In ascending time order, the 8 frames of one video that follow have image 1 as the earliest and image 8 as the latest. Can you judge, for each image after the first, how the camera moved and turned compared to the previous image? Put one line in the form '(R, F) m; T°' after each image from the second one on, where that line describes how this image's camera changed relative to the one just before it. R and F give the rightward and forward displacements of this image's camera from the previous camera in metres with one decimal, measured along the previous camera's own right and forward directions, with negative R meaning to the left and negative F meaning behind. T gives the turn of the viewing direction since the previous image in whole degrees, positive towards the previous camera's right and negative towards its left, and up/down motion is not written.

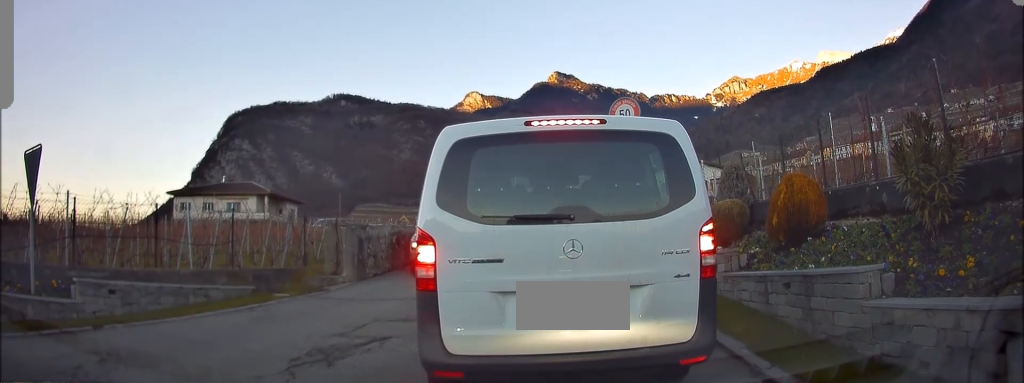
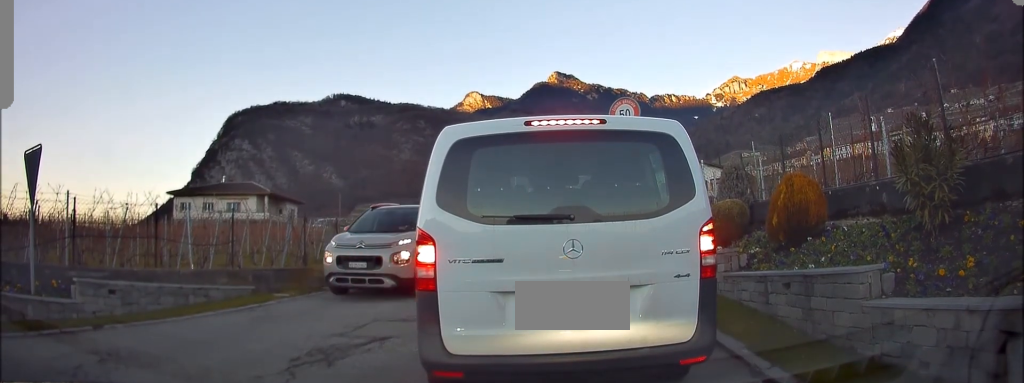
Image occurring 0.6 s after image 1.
(0.0, 0.0) m; 0°
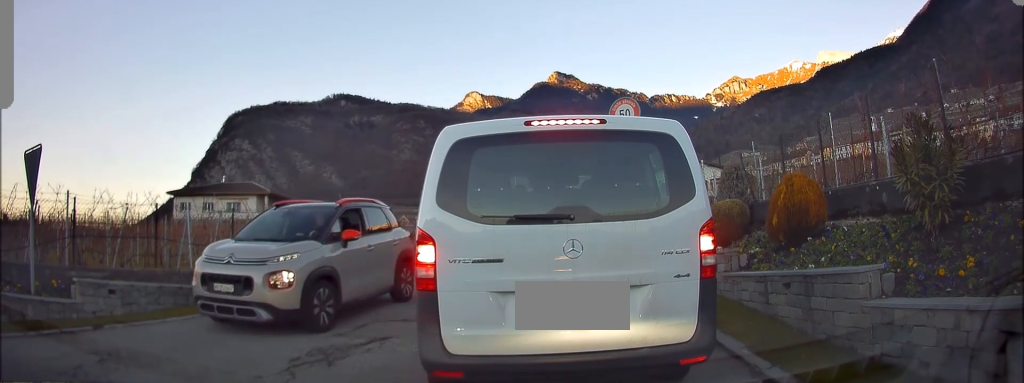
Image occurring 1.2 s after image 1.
(0.0, 0.0) m; 0°
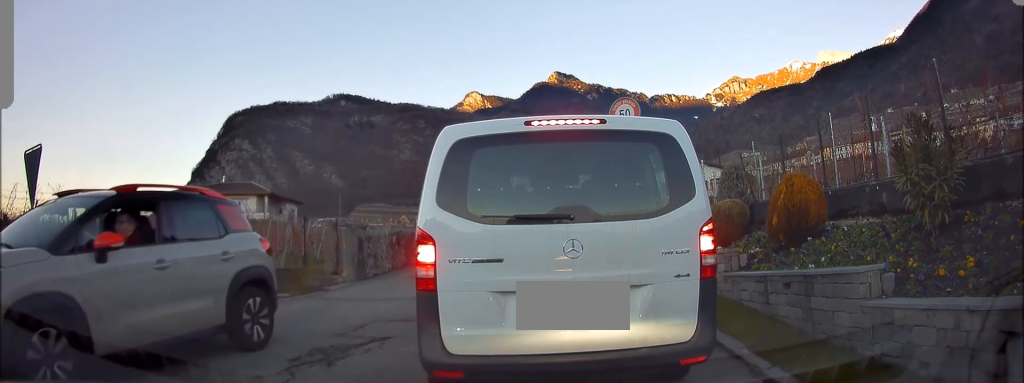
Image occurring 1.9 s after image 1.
(0.0, 0.0) m; 0°
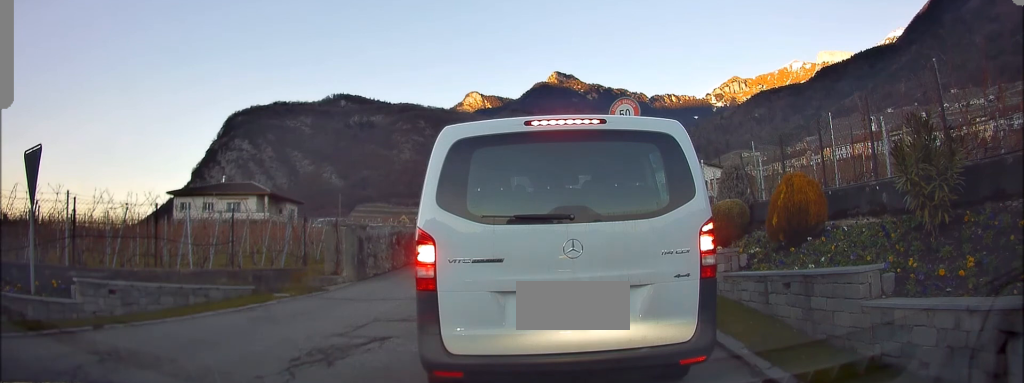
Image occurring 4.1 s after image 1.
(0.0, 0.0) m; 0°
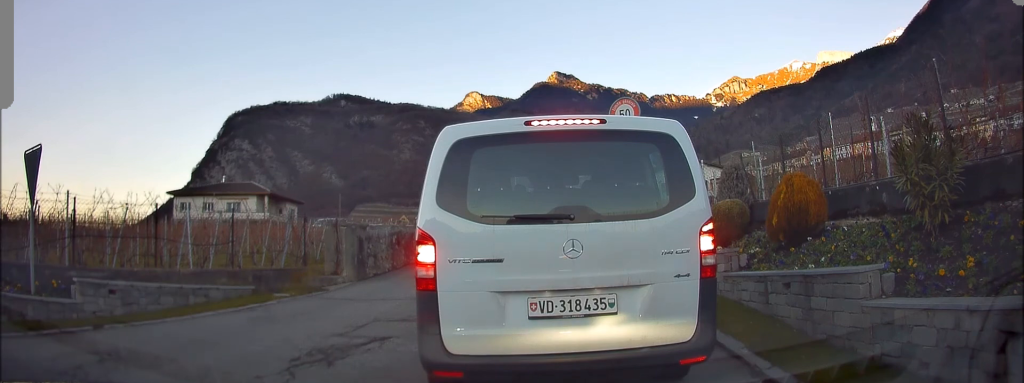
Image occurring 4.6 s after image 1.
(0.0, 0.0) m; 0°
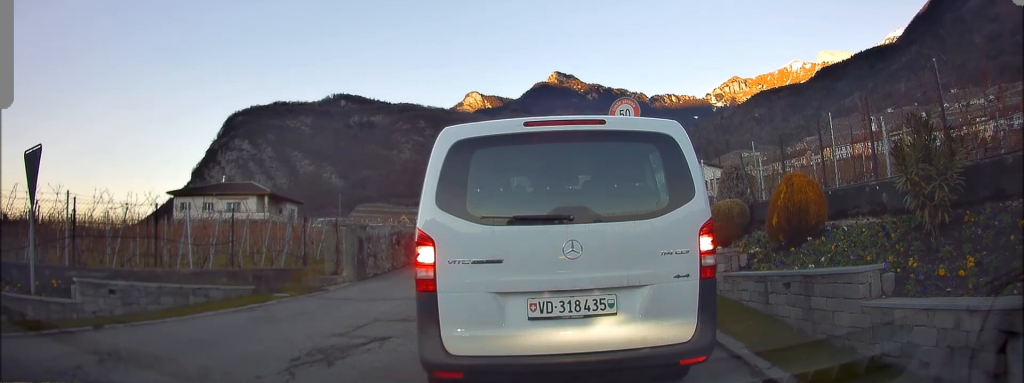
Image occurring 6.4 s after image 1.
(0.0, +0.4) m; 0°
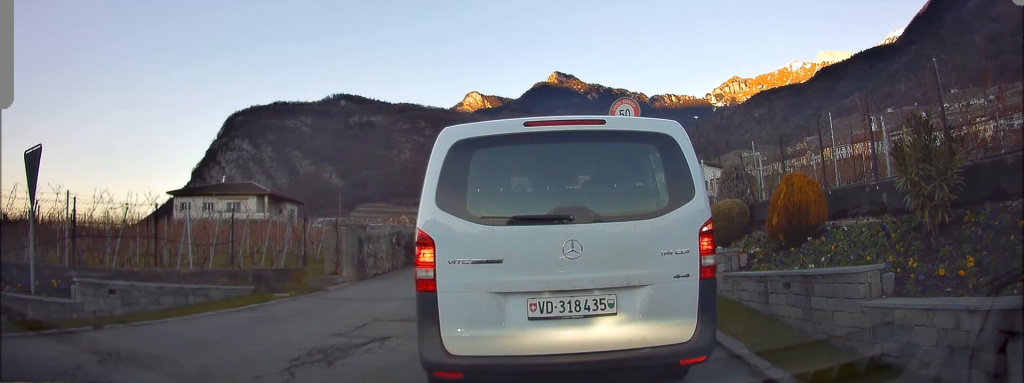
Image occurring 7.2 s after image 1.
(0.0, +0.2) m; 0°
